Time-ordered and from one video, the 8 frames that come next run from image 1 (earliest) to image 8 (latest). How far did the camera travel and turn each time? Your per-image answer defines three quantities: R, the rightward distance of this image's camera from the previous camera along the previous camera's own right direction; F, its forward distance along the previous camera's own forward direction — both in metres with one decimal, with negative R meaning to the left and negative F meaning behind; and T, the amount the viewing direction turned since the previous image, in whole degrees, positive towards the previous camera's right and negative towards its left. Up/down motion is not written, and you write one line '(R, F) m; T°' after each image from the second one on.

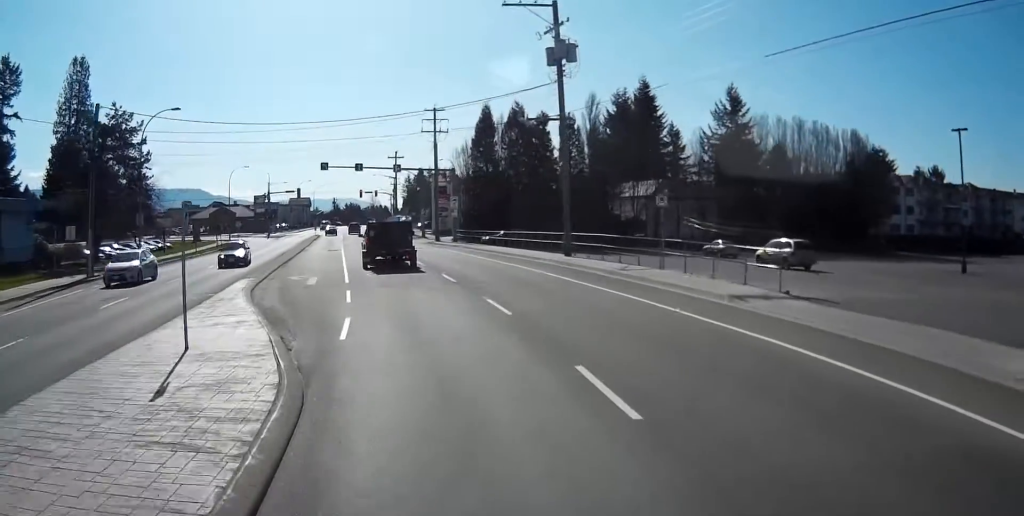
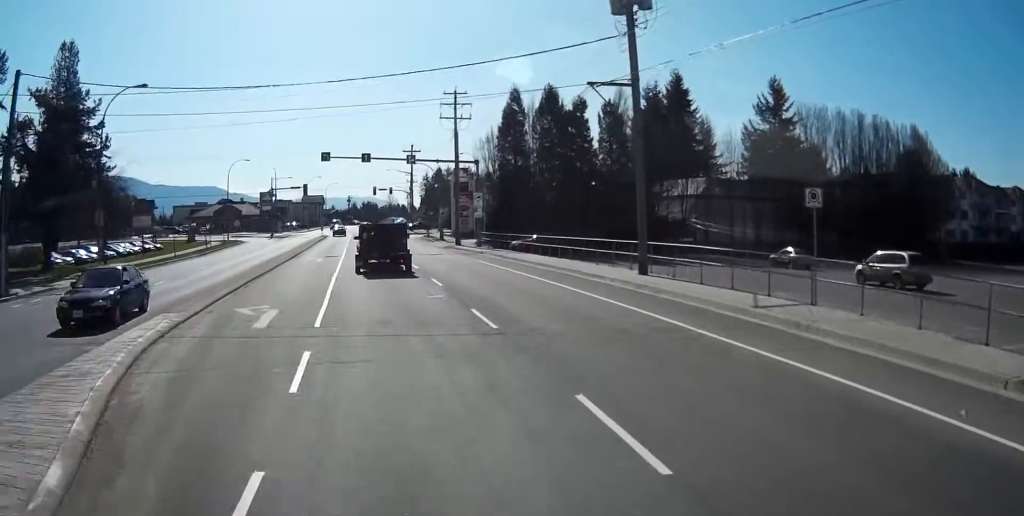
(0.0, +10.4) m; -1°
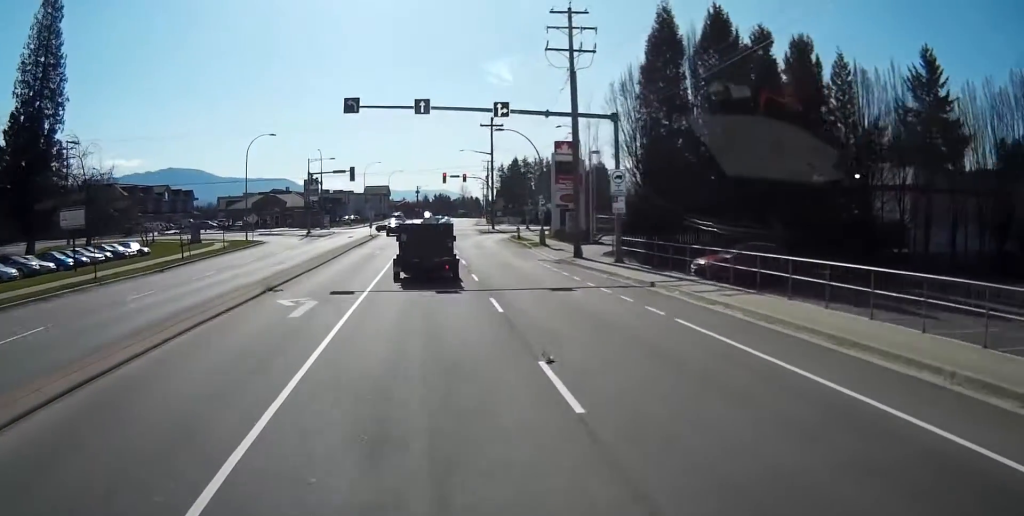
(-0.7, +26.0) m; -3°
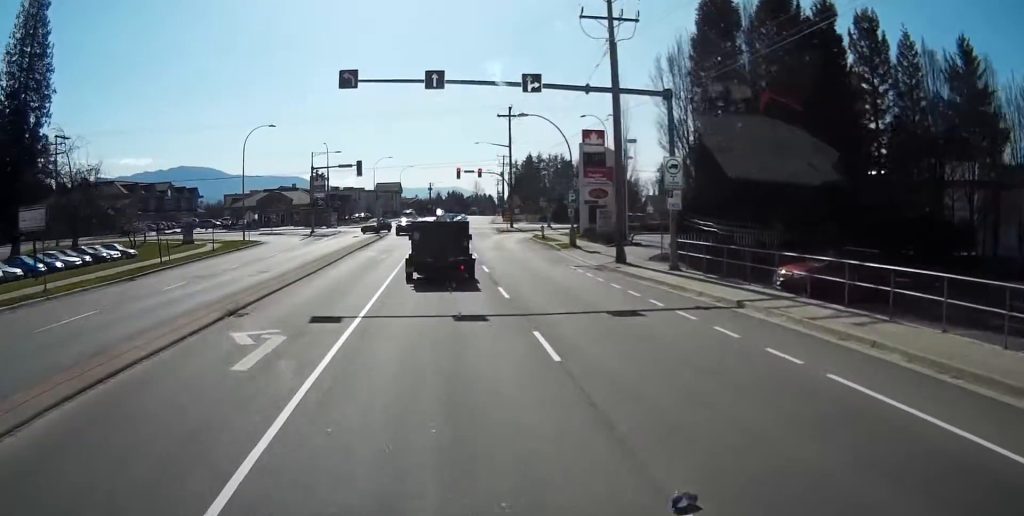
(0.0, +6.5) m; 0°
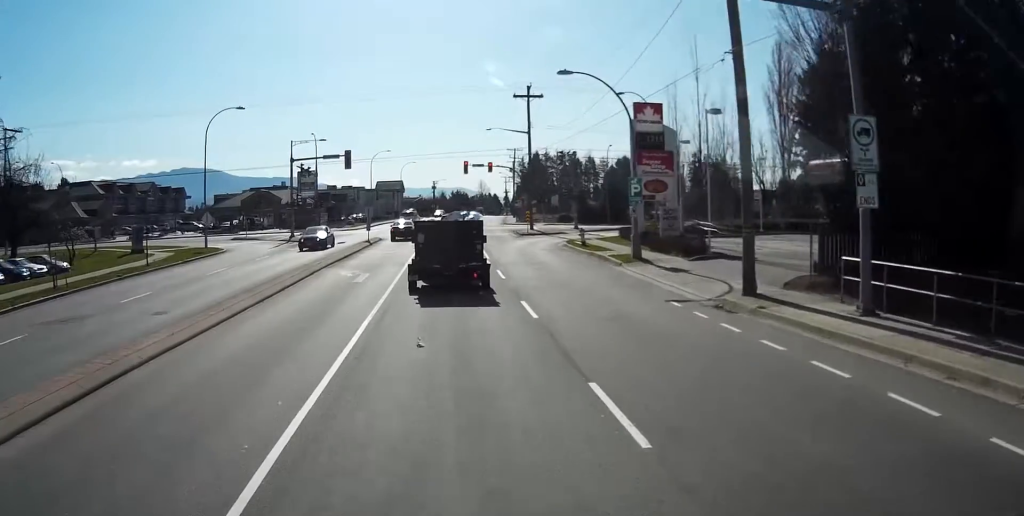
(-0.1, +13.9) m; -1°
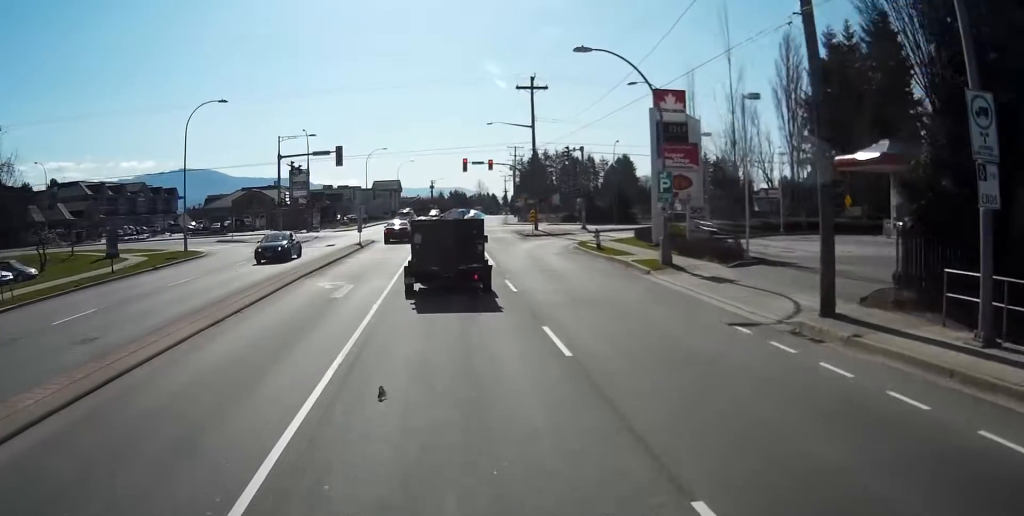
(0.0, +4.7) m; 0°
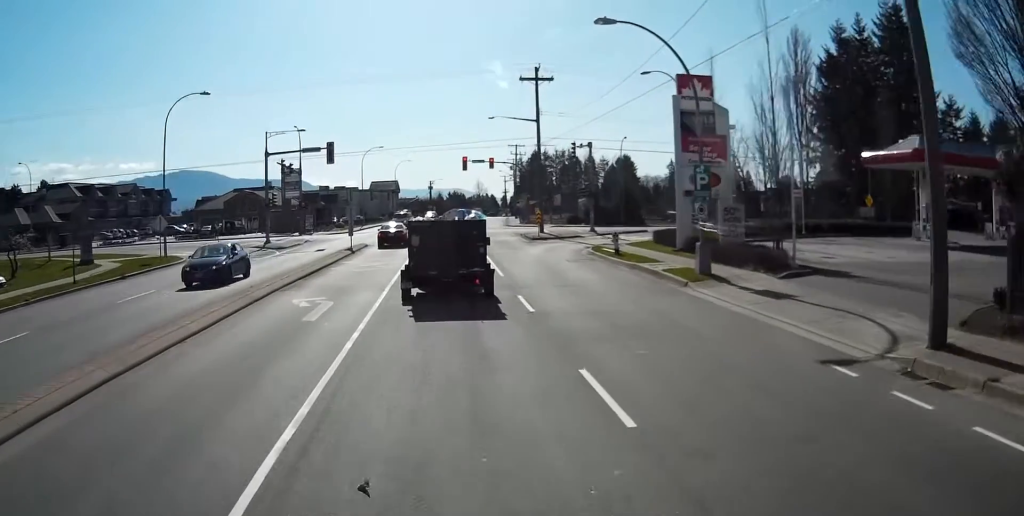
(0.0, +4.5) m; 0°
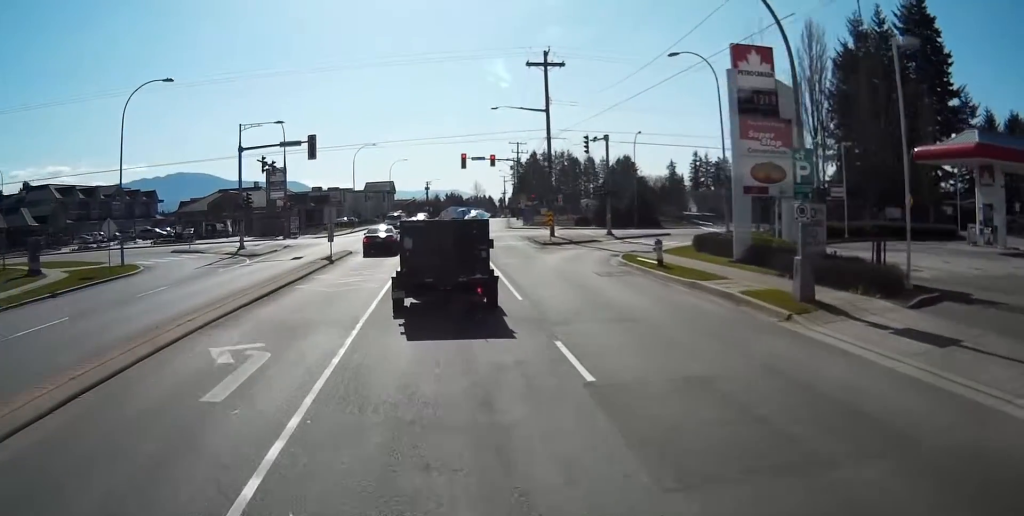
(0.0, +7.7) m; -1°
